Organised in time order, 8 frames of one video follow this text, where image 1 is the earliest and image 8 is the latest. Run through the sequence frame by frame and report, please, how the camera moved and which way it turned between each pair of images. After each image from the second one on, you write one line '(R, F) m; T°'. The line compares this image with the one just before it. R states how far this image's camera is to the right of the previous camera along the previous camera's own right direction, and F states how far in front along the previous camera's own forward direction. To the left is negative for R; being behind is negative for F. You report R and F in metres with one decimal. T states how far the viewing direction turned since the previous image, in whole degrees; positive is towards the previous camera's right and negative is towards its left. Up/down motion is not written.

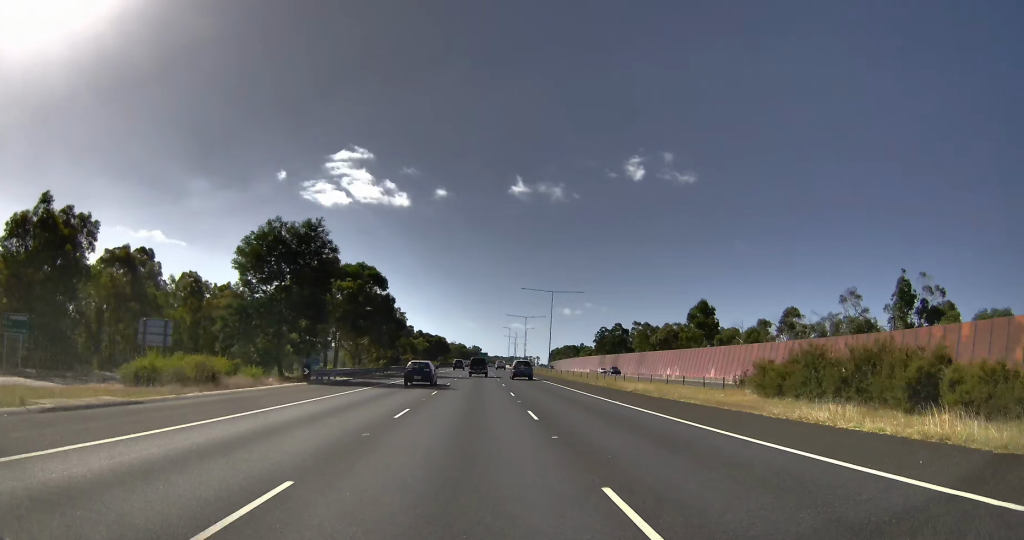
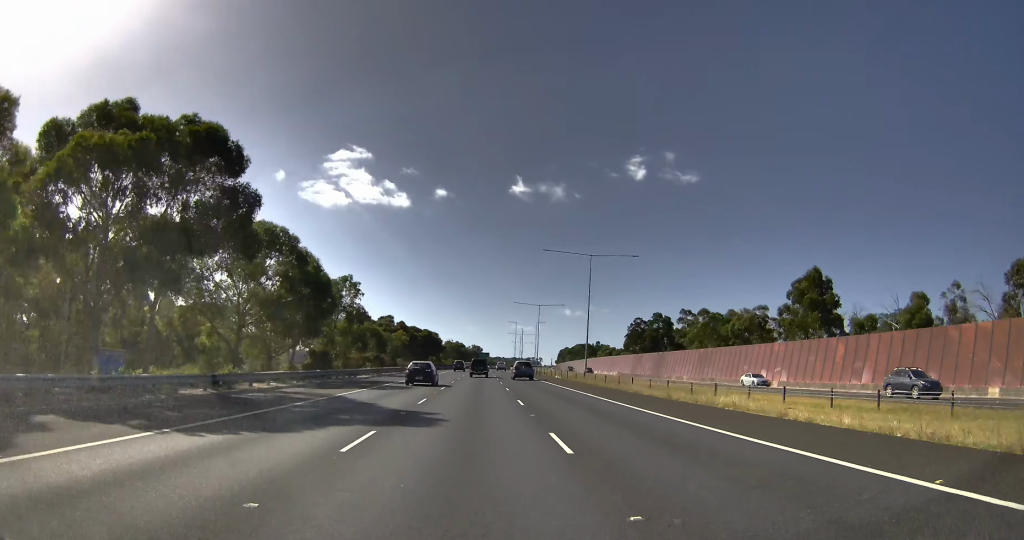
(+0.8, +49.1) m; 0°
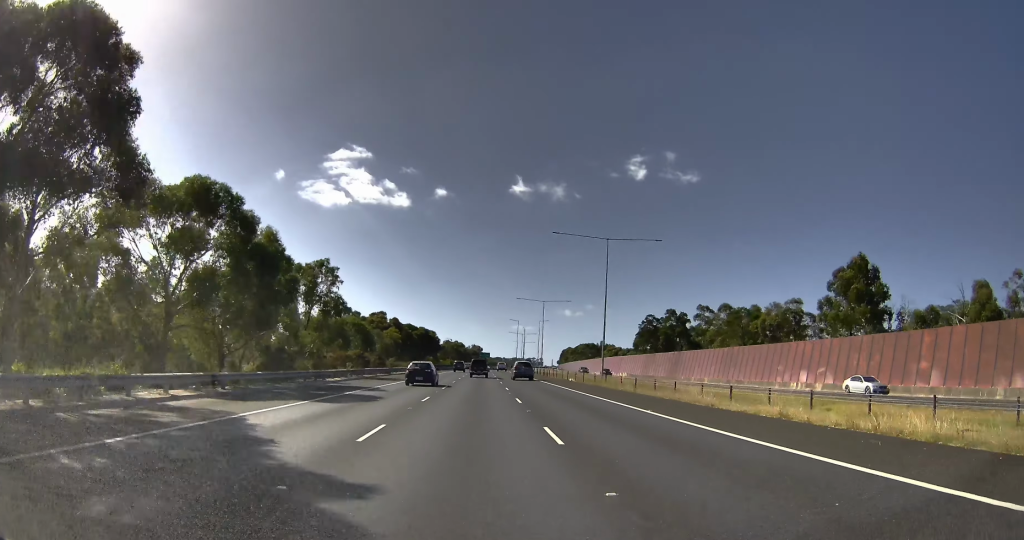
(+0.1, +11.6) m; -1°
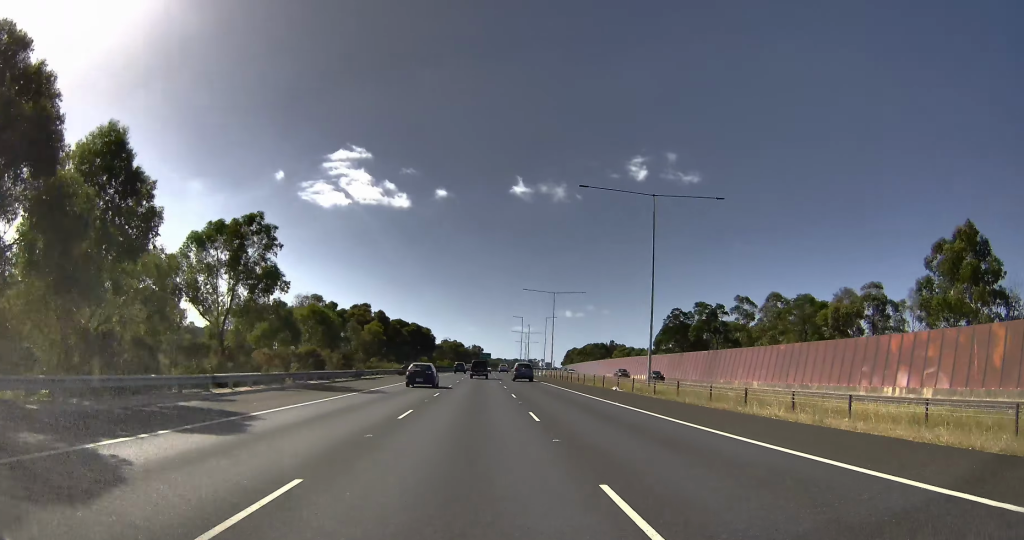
(-0.3, +19.7) m; -1°
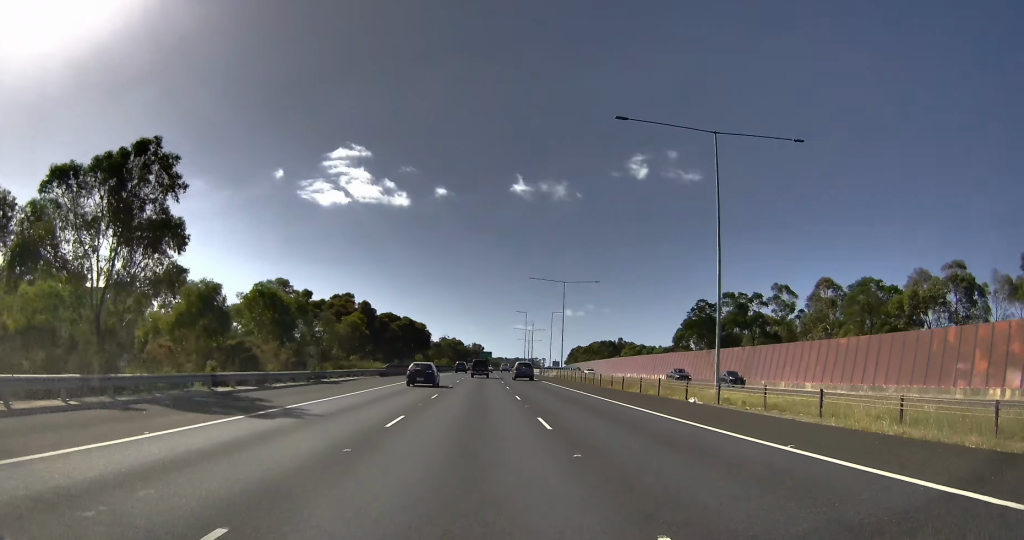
(-0.4, +14.8) m; 0°
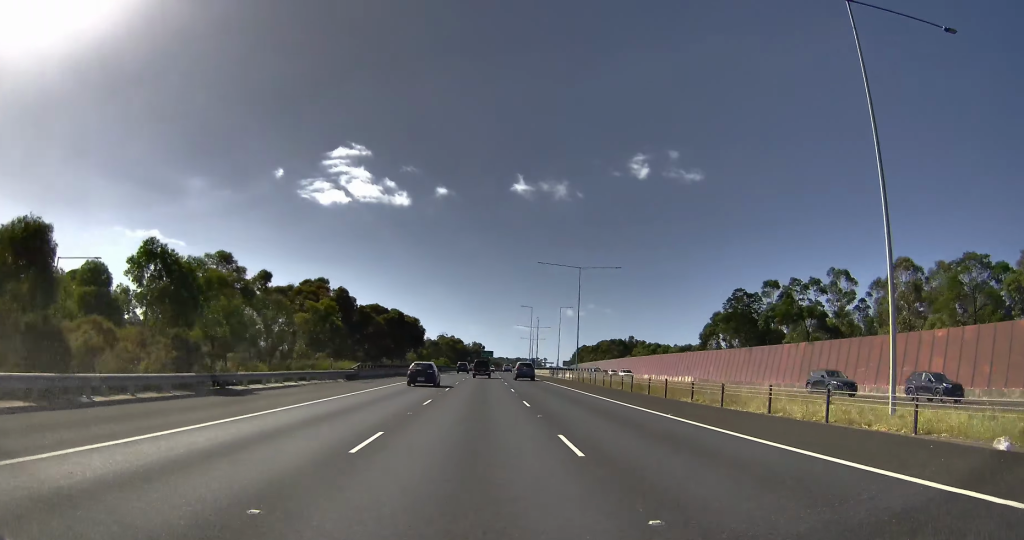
(+0.4, +16.3) m; +1°
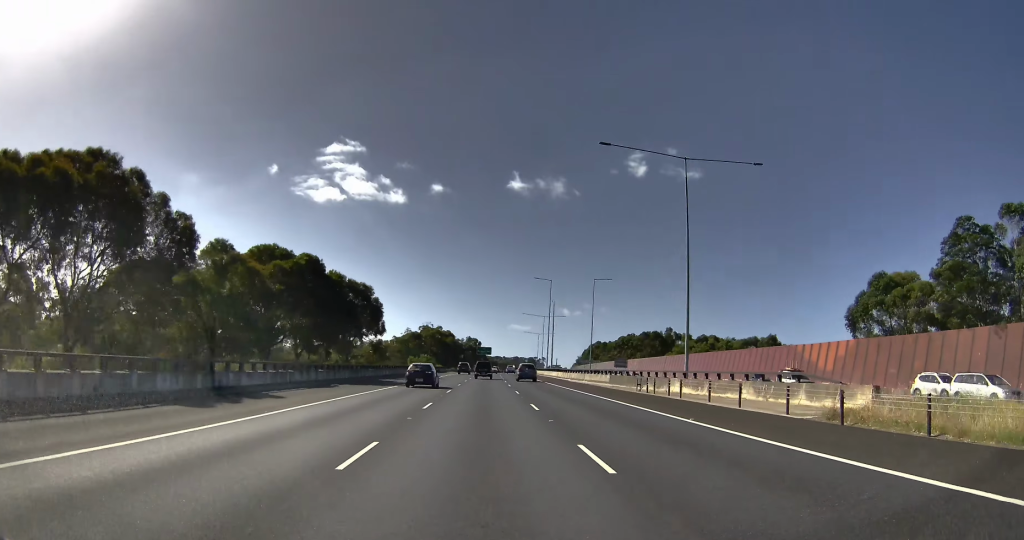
(+0.7, +48.2) m; +1°
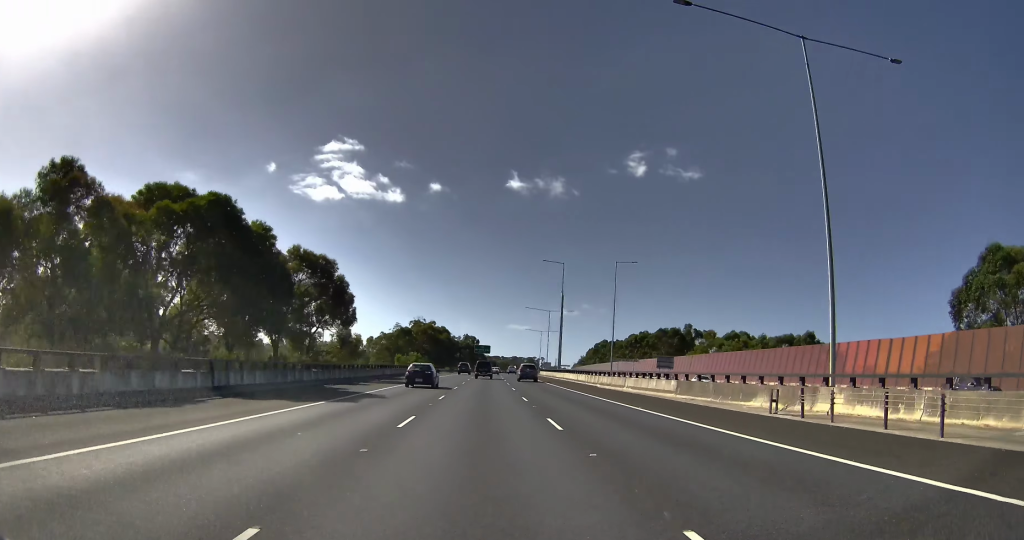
(+0.3, +16.4) m; -1°
